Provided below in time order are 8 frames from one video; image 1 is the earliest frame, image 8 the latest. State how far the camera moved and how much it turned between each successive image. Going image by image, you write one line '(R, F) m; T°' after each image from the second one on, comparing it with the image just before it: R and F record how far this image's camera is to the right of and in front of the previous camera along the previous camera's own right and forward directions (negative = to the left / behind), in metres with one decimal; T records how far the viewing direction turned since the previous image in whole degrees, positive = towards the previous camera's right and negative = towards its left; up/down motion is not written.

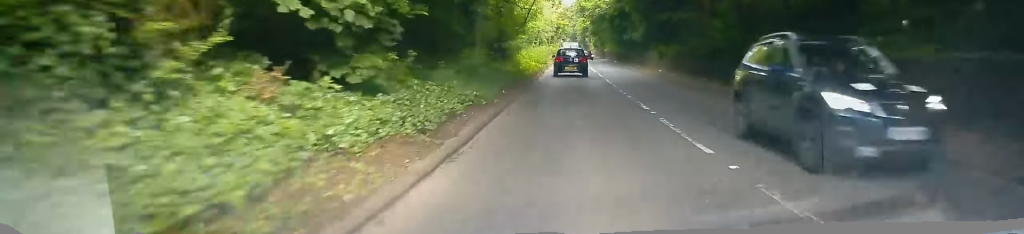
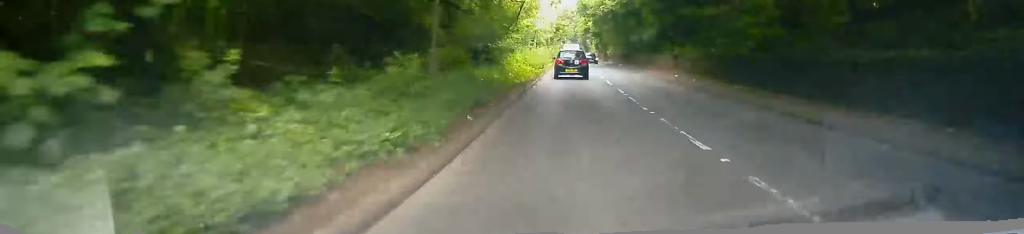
(0.0, +5.8) m; 0°
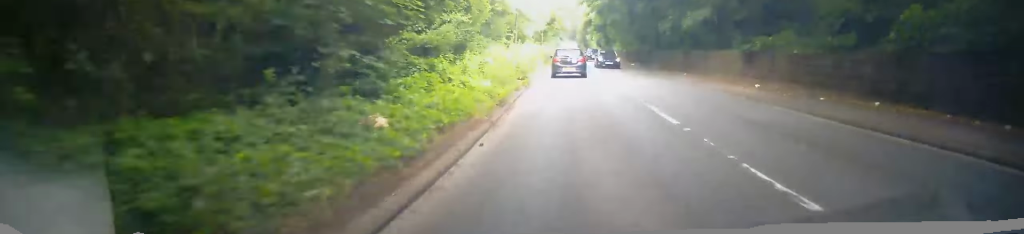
(-0.2, +15.7) m; -2°
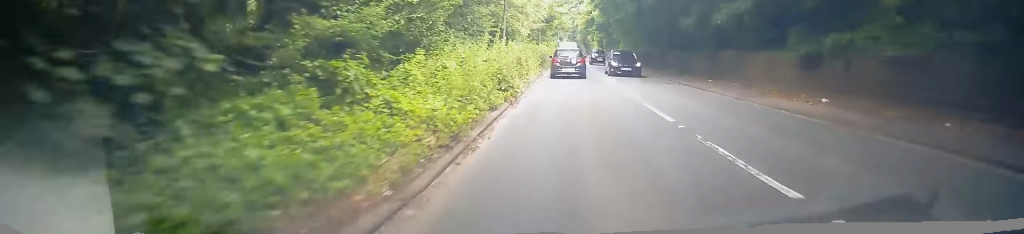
(-0.2, +5.6) m; 0°
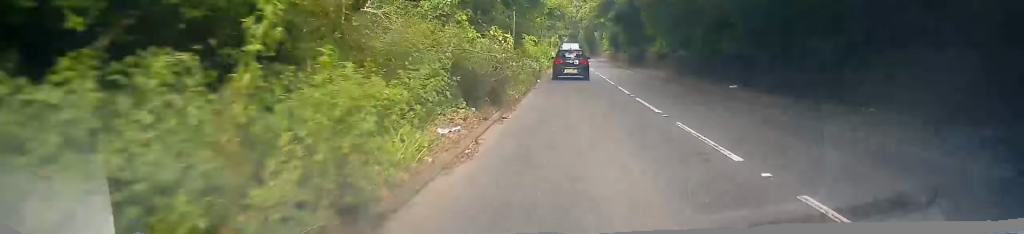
(+0.7, +28.0) m; +2°
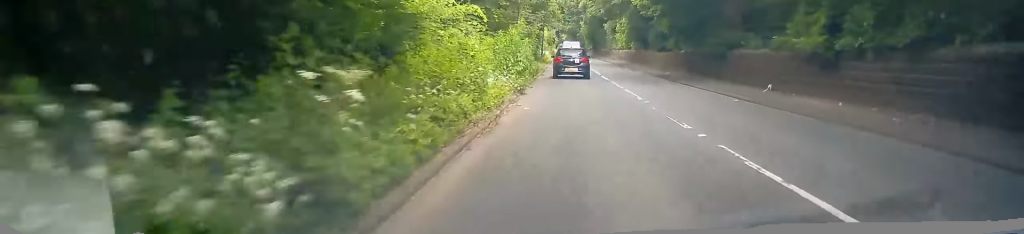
(0.0, +27.1) m; -1°
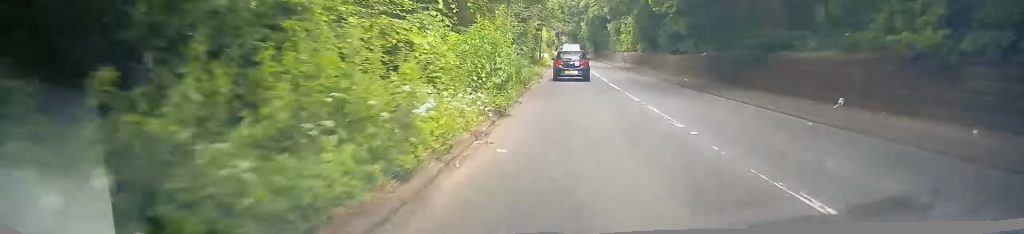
(-0.1, +5.4) m; 0°
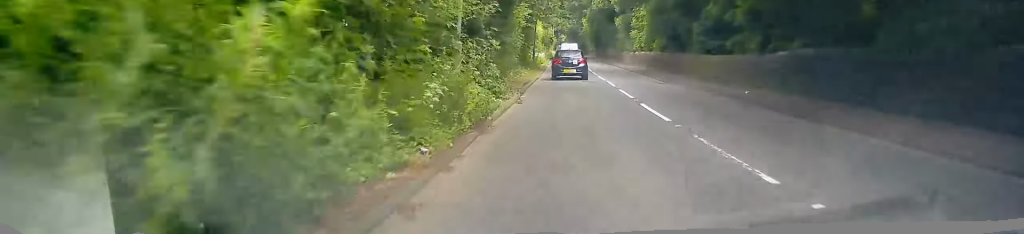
(-0.1, +10.7) m; -1°
